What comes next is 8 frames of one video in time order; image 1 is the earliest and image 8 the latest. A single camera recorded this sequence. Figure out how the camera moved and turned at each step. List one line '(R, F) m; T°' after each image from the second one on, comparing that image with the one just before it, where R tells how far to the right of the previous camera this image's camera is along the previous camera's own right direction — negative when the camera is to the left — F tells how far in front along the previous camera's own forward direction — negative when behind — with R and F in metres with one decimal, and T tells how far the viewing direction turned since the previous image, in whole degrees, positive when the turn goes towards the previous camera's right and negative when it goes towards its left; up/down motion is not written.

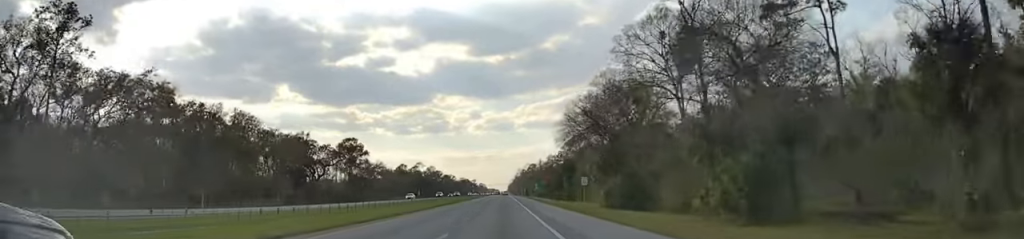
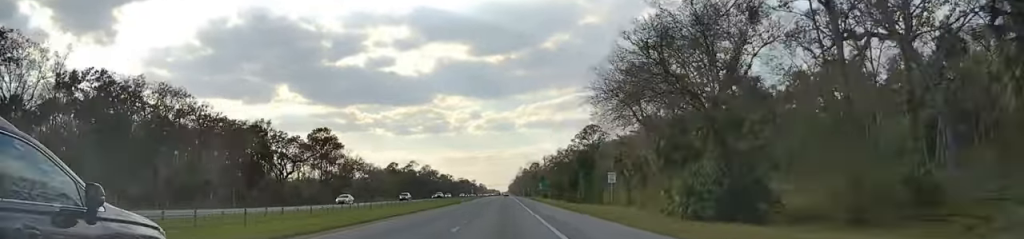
(0.0, +32.4) m; 0°
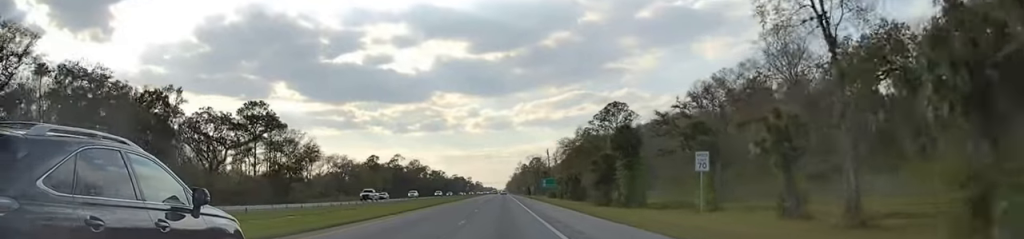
(+0.2, +45.1) m; 0°
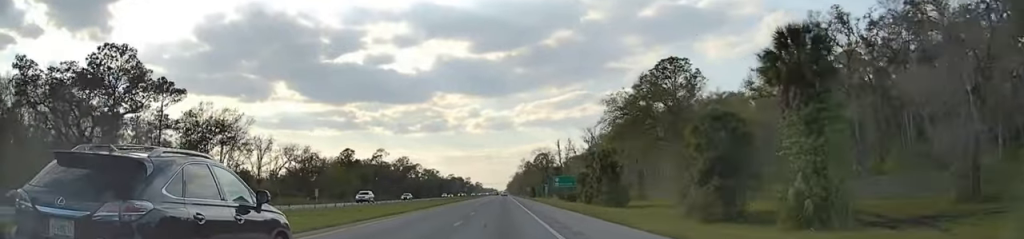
(0.0, +50.3) m; 0°
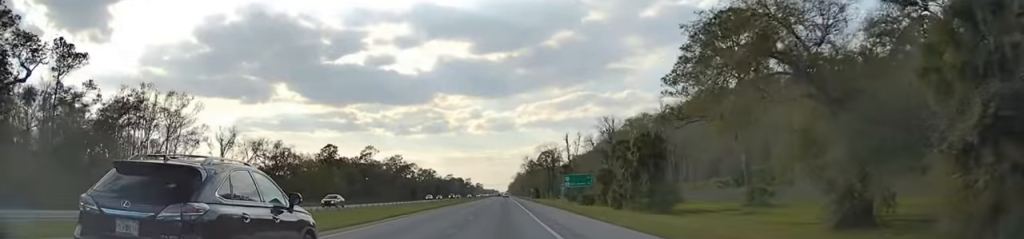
(-0.1, +27.2) m; 0°
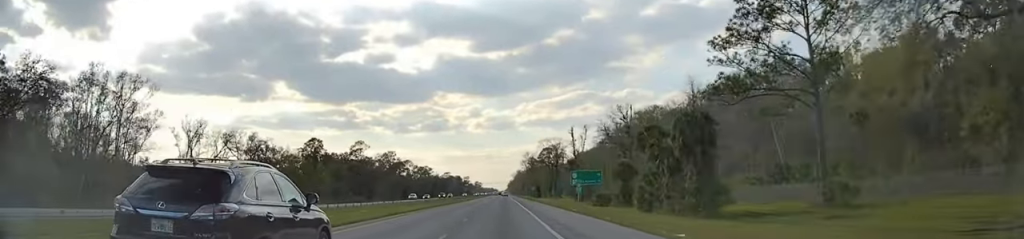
(-0.1, +17.8) m; 0°
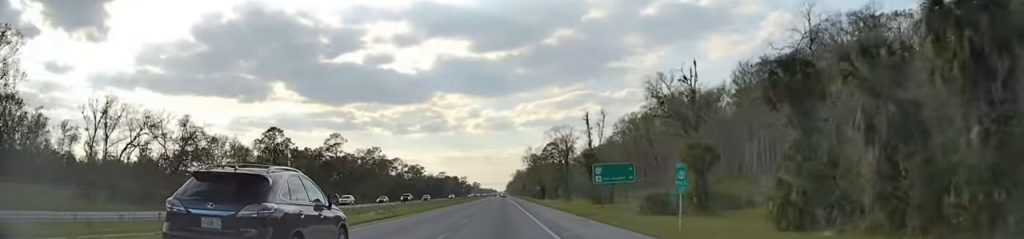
(+0.2, +35.6) m; 0°
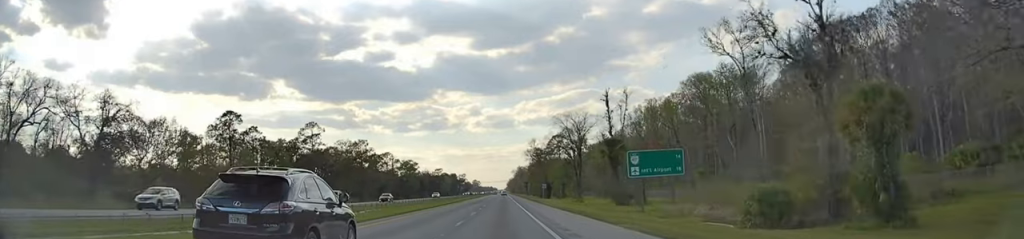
(0.0, +28.3) m; 0°
